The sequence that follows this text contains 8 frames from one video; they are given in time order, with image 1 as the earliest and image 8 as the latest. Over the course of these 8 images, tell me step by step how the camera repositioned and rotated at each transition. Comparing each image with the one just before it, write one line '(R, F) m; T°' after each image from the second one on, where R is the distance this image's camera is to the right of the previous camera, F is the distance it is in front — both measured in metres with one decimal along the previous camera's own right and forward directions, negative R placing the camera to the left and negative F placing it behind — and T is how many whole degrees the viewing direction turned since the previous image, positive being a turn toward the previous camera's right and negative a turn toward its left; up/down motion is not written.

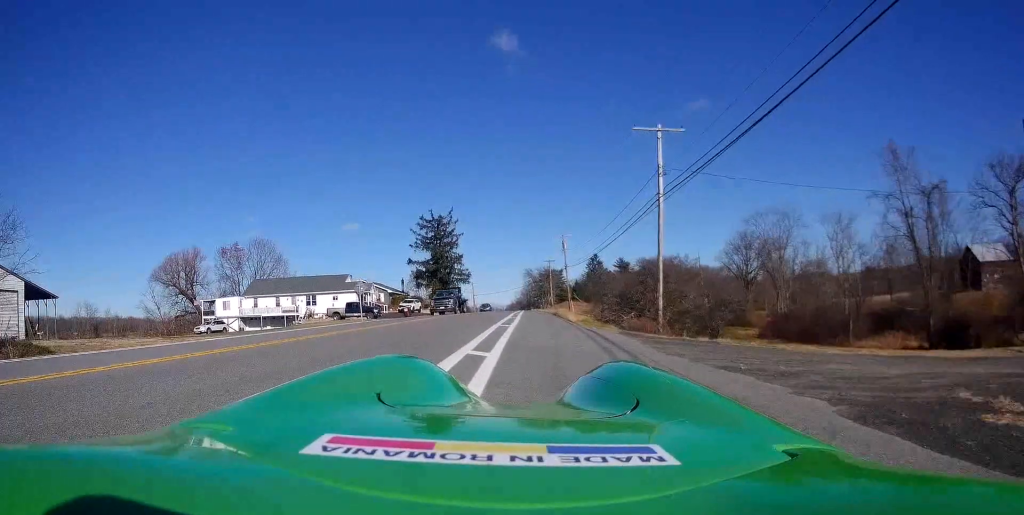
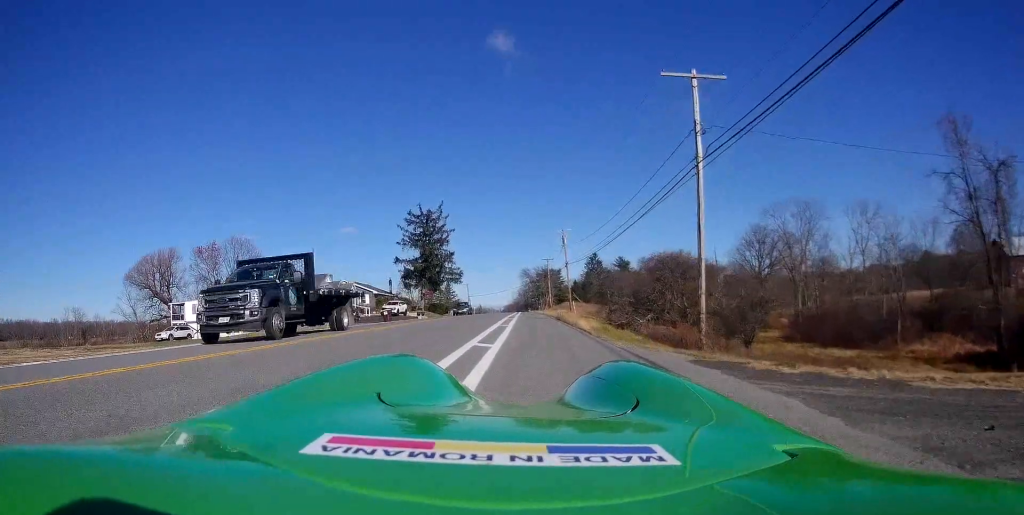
(-0.3, +7.0) m; -2°
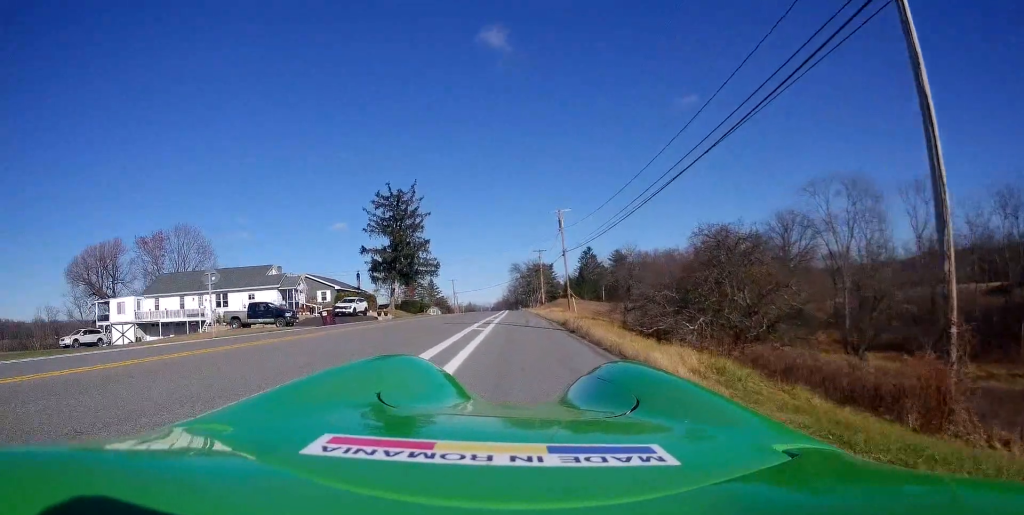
(+0.5, +12.9) m; +6°
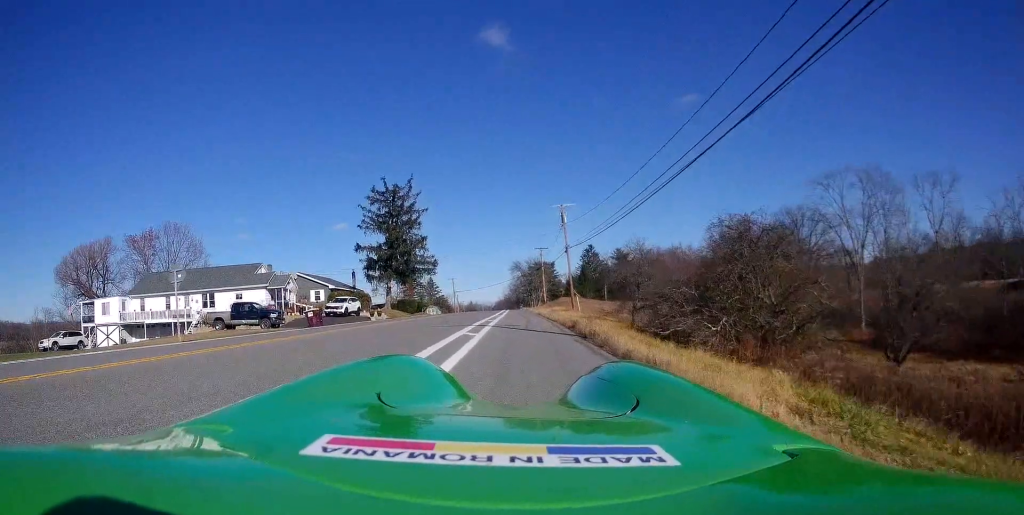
(+0.1, +2.7) m; -1°
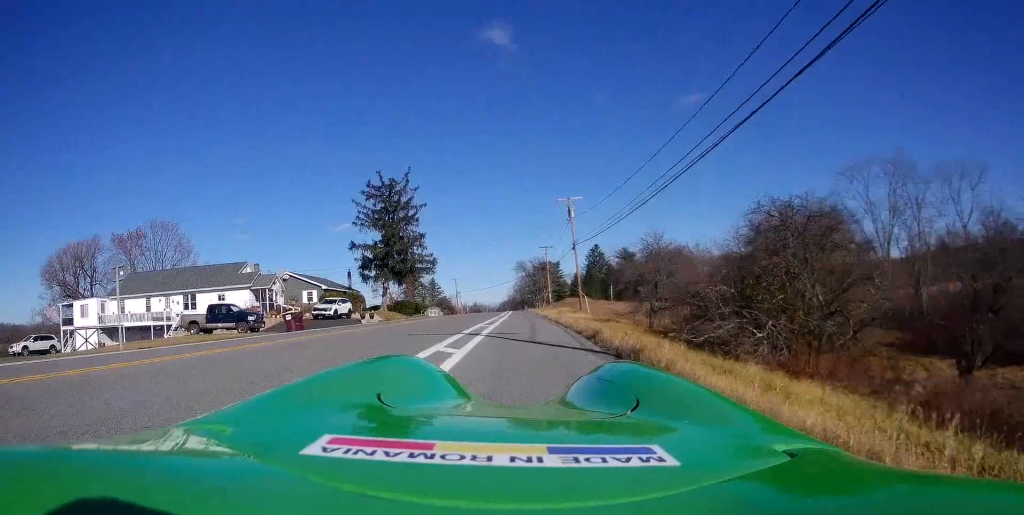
(+0.2, +4.0) m; -2°
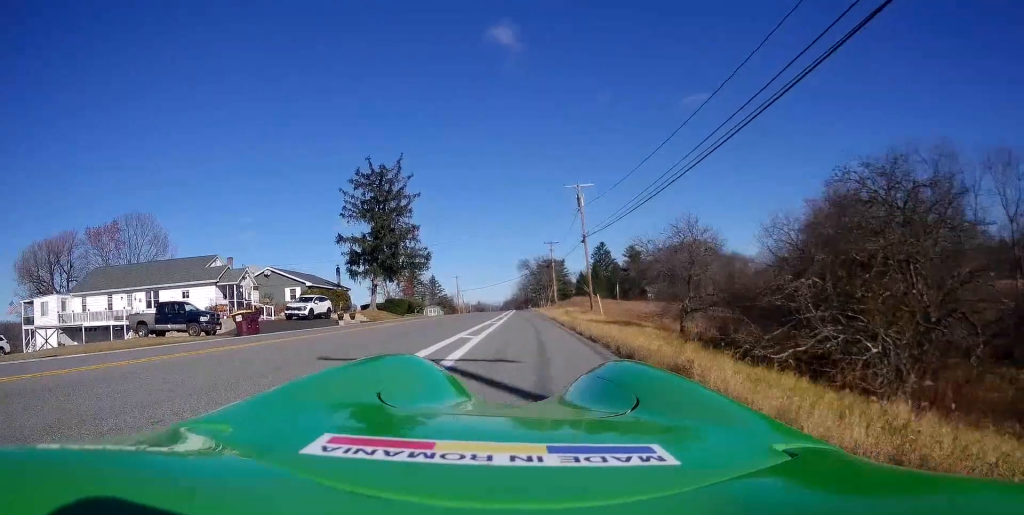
(-0.5, +6.2) m; -2°
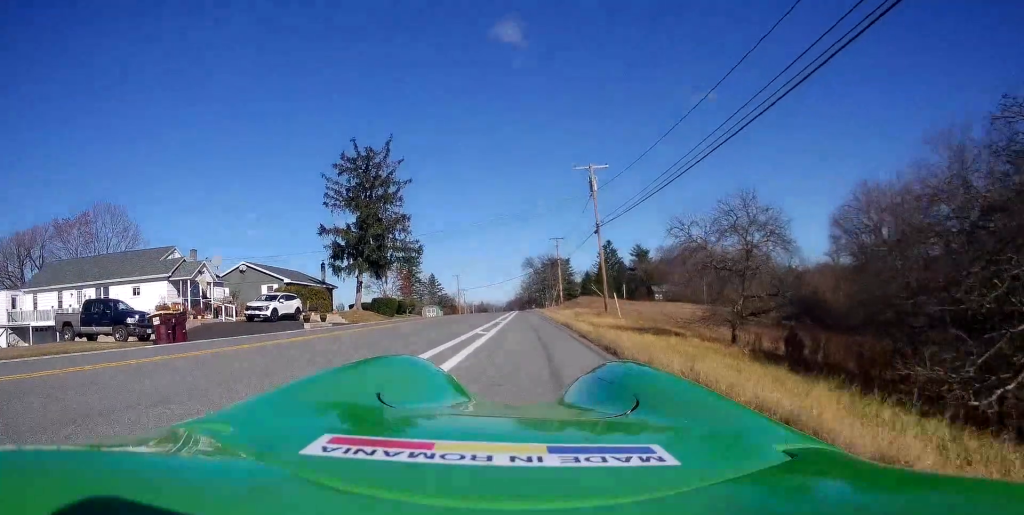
(+0.4, +6.5) m; +6°
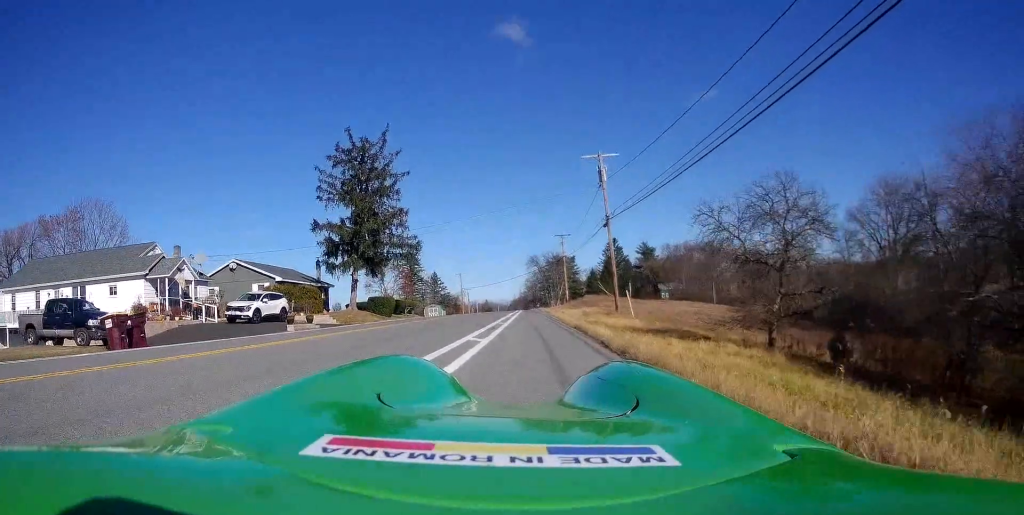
(+0.1, +2.9) m; +1°
